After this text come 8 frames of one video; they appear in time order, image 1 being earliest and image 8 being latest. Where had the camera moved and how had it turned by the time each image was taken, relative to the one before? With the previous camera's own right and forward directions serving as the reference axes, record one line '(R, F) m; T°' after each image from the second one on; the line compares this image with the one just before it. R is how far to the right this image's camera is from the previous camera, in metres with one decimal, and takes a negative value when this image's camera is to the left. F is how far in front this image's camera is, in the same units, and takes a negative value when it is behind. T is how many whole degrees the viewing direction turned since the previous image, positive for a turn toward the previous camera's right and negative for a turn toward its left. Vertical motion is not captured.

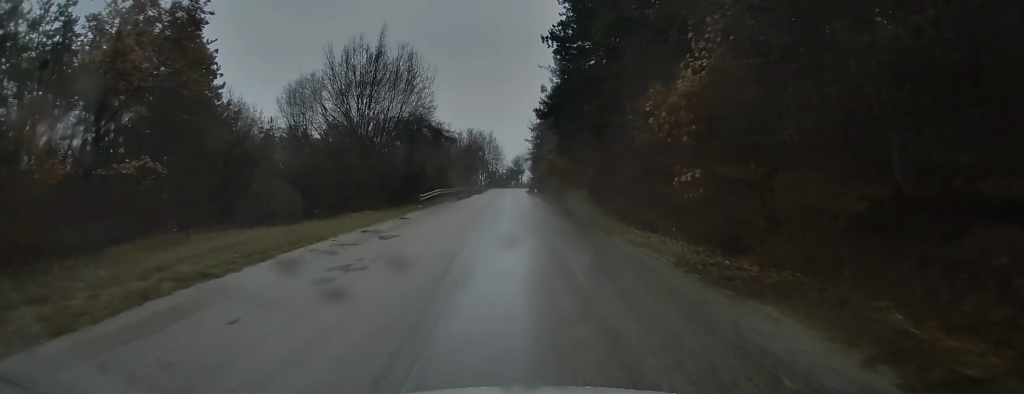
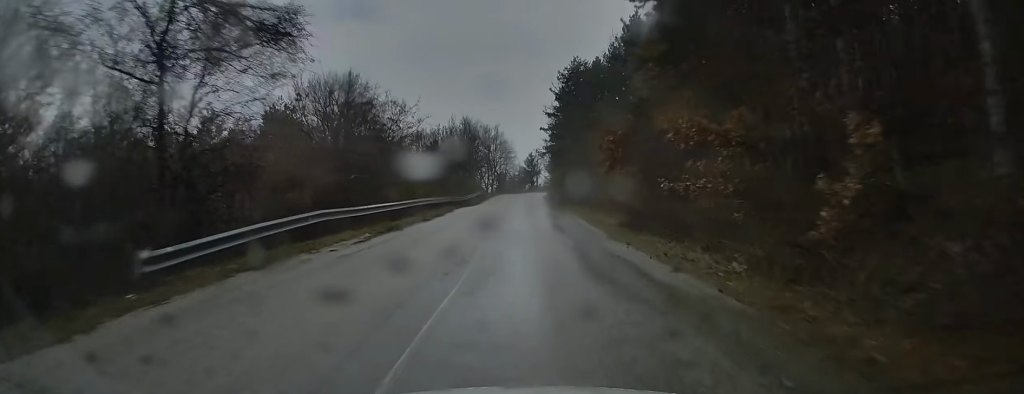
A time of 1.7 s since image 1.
(-2.1, +30.9) m; -8°
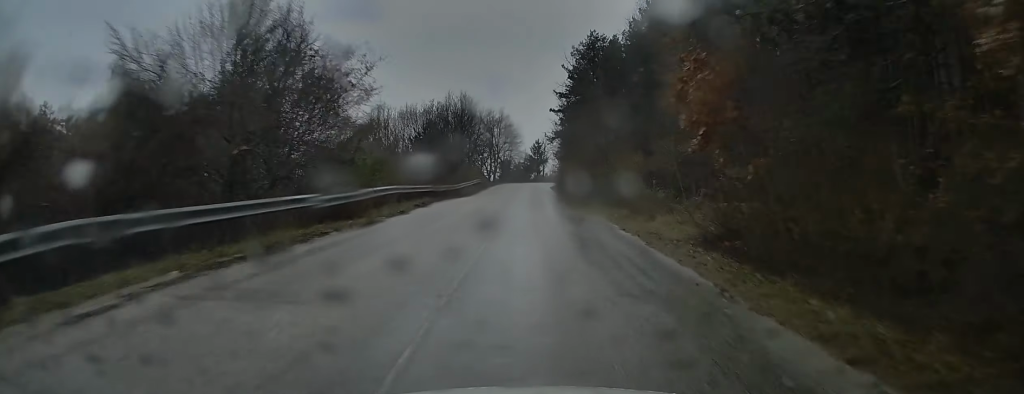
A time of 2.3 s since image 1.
(-0.4, +10.7) m; -3°
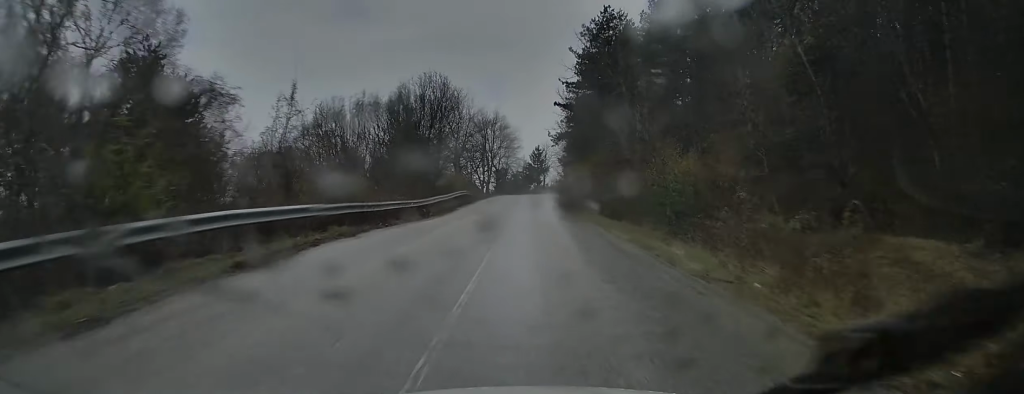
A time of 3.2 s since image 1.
(-0.6, +16.0) m; -2°
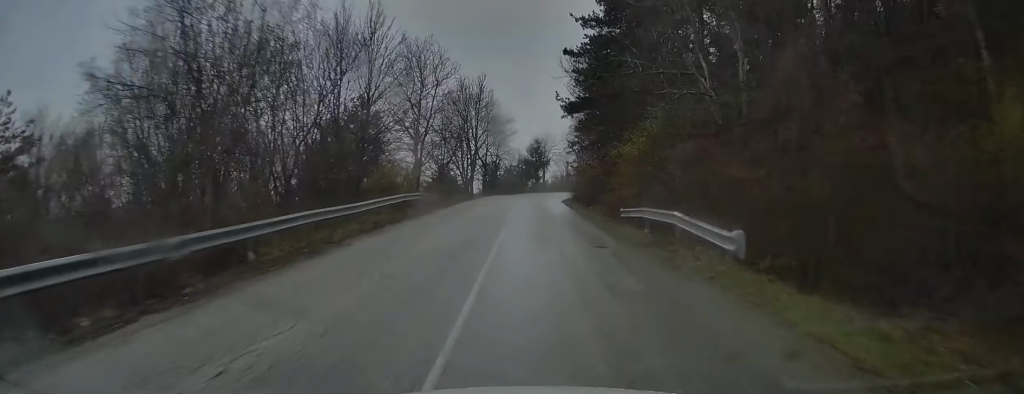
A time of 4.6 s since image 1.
(+0.1, +23.2) m; +1°
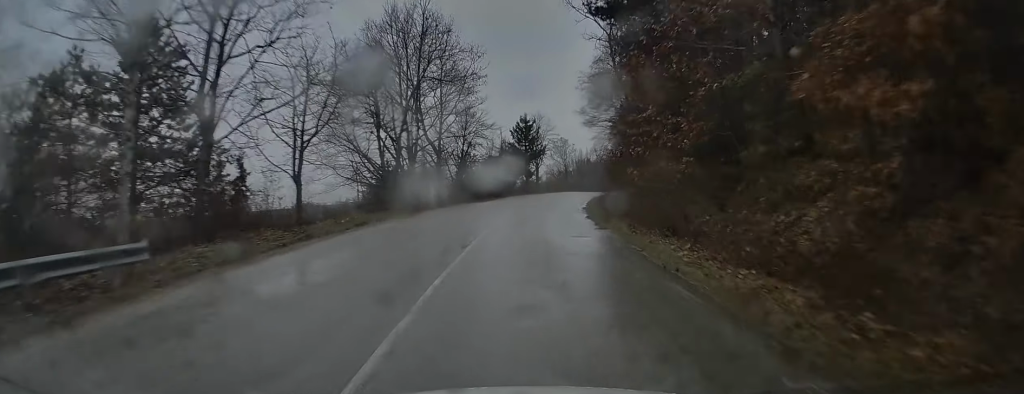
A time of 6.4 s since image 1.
(+0.5, +30.7) m; +2°
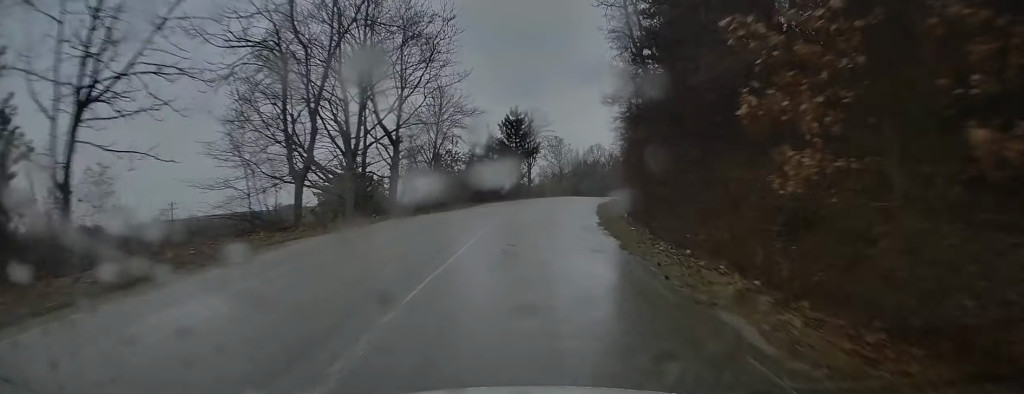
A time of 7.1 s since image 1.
(+0.1, +11.8) m; +1°
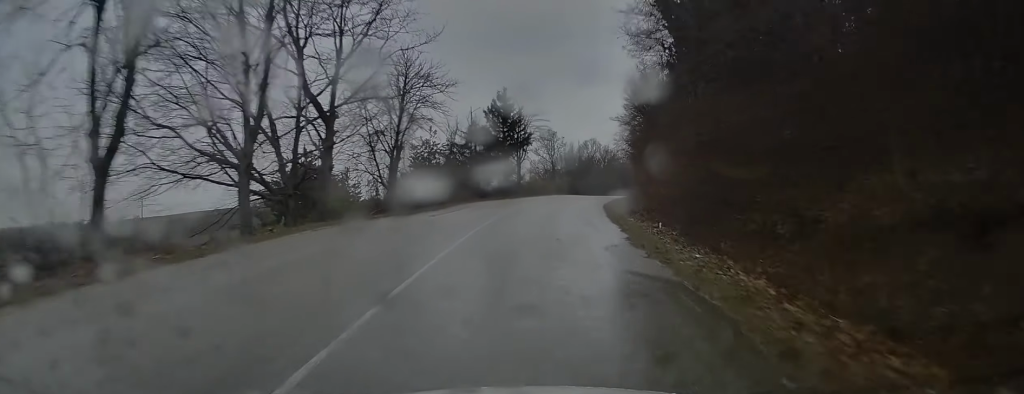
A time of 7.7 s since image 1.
(0.0, +9.5) m; +1°
